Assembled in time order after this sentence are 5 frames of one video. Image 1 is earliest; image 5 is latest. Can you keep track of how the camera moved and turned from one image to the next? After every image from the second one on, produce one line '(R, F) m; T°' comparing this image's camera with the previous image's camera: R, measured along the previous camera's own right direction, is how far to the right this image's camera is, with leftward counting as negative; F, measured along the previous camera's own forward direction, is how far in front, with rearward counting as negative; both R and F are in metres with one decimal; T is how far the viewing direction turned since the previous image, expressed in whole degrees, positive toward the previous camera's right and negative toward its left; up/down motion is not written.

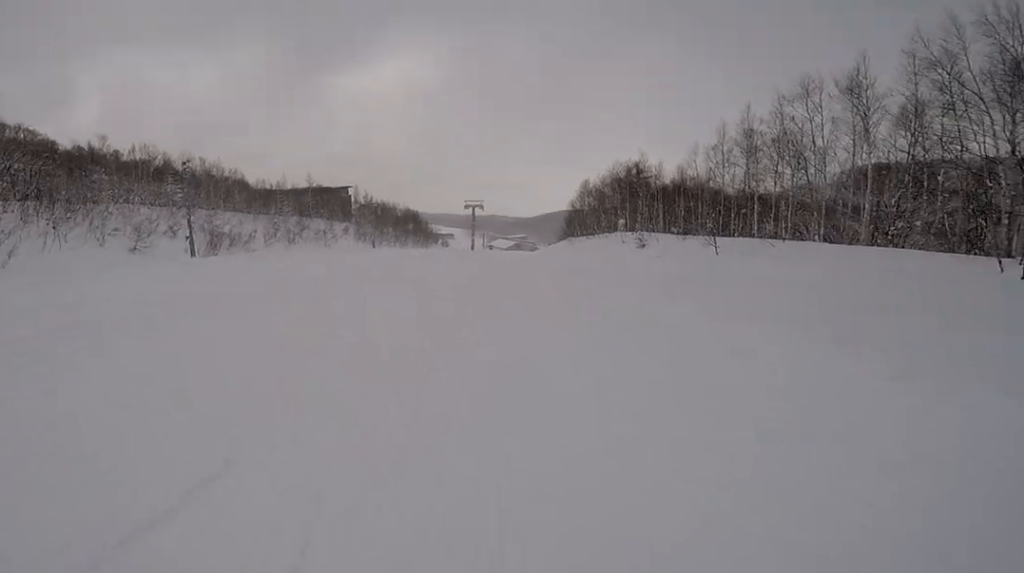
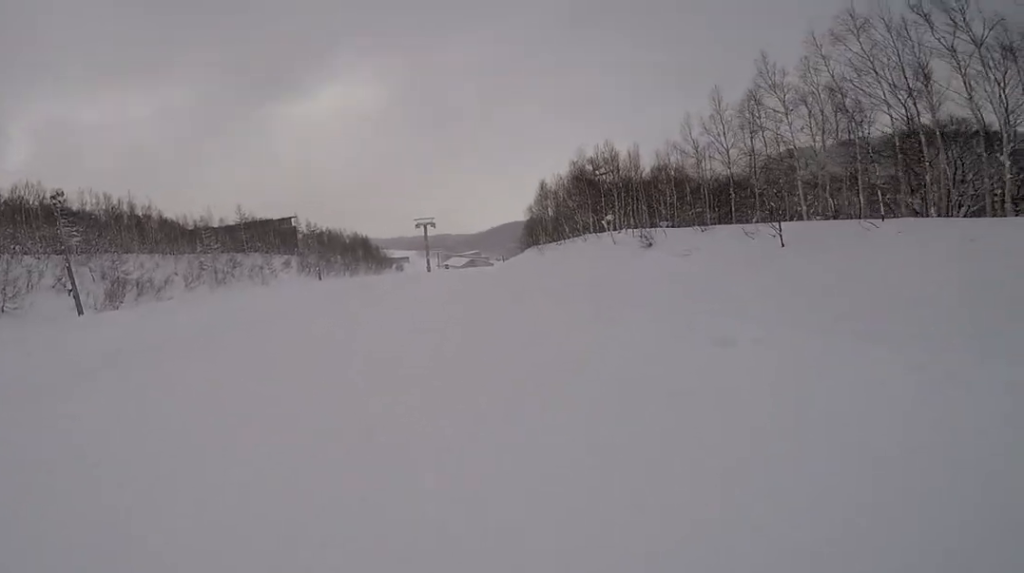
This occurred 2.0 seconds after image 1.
(+1.6, +10.0) m; -1°
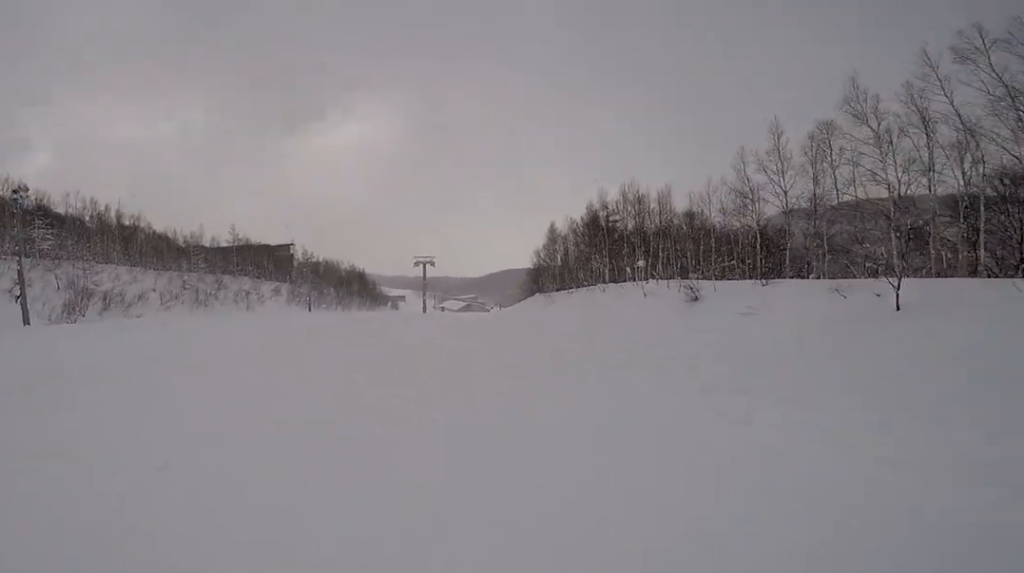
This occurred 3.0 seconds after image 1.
(-0.6, +5.4) m; +2°
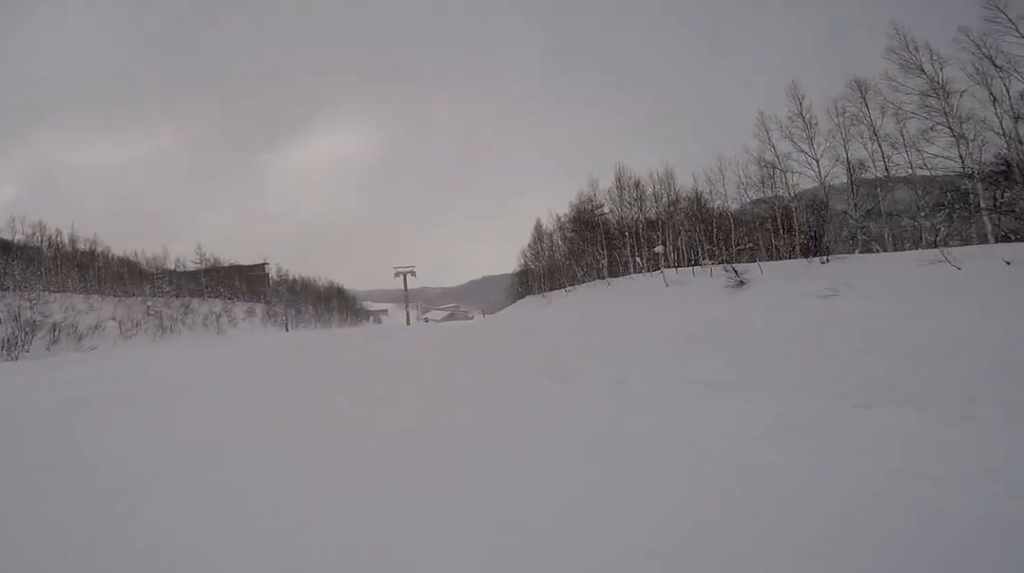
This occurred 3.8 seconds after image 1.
(+1.1, +4.9) m; -1°
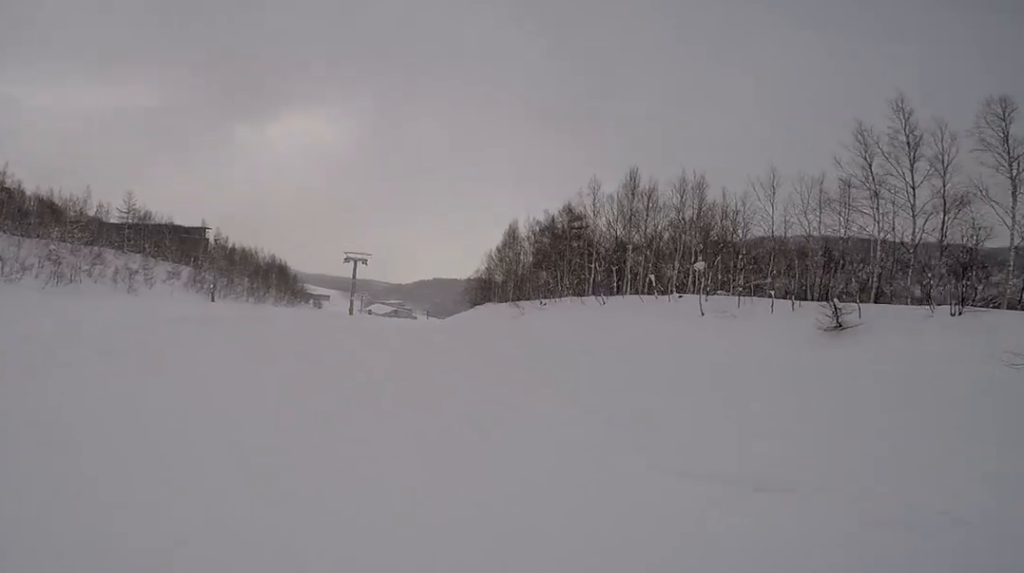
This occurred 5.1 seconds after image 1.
(-1.0, +7.2) m; 0°
